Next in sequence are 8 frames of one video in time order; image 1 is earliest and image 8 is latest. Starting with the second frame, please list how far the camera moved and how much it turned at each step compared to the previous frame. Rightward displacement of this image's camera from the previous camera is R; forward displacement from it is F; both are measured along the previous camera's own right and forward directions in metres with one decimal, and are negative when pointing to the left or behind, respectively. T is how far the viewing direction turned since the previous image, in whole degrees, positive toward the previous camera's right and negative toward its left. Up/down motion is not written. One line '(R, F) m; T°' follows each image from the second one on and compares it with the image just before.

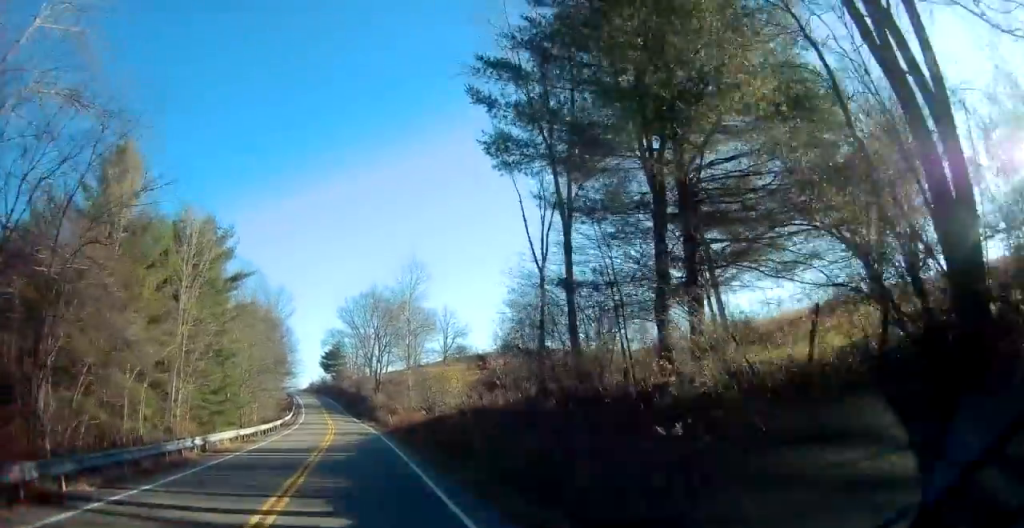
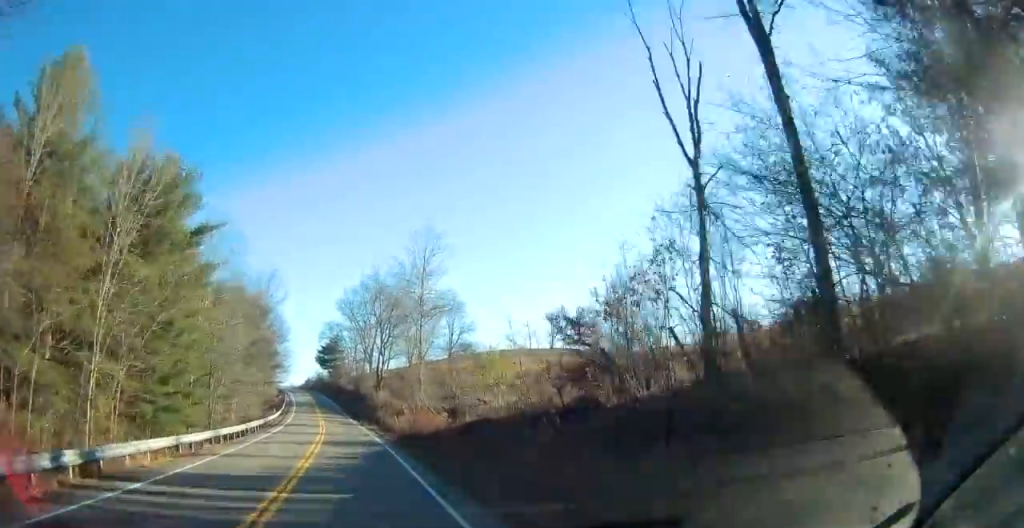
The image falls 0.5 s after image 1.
(+0.1, +10.1) m; 0°
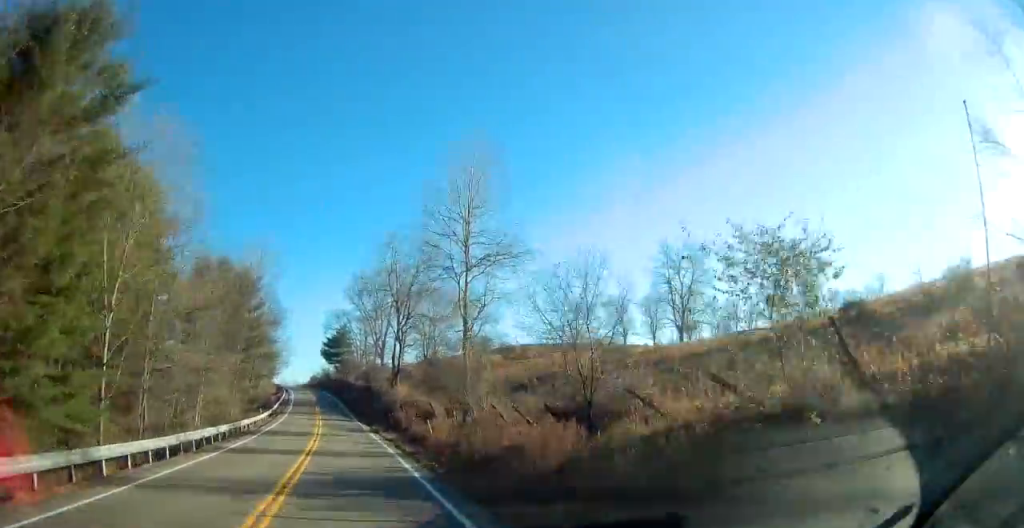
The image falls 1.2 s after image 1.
(+0.1, +15.3) m; 0°
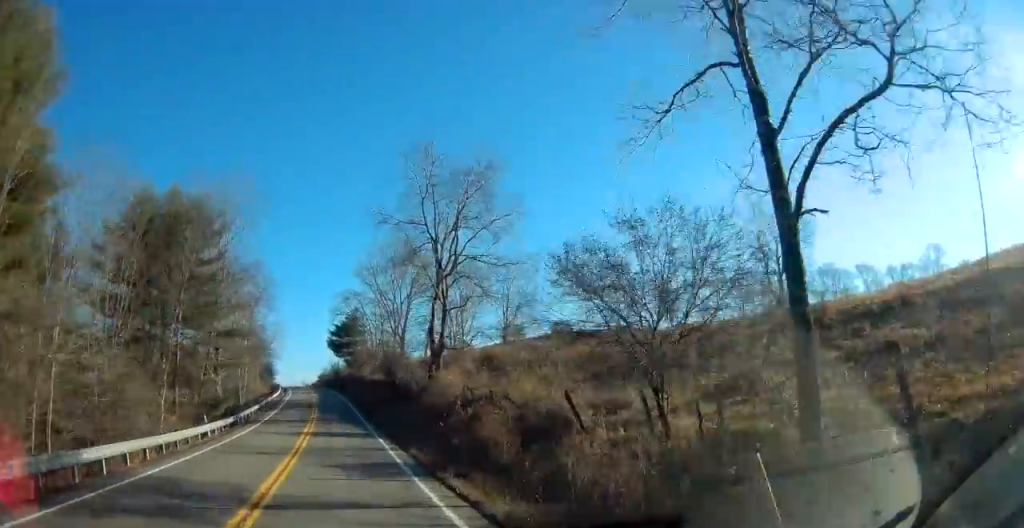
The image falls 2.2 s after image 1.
(-0.2, +22.4) m; -1°
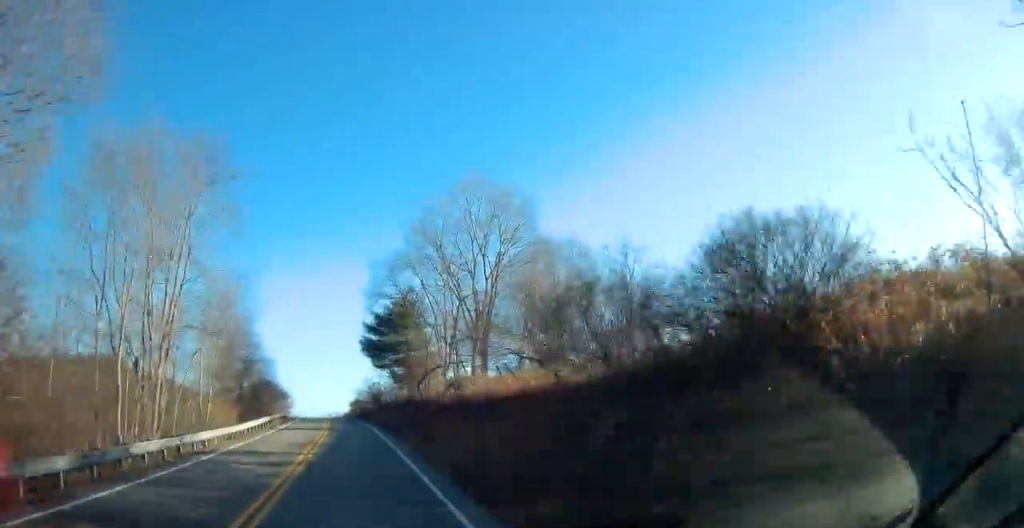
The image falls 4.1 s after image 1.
(-1.3, +41.1) m; -3°
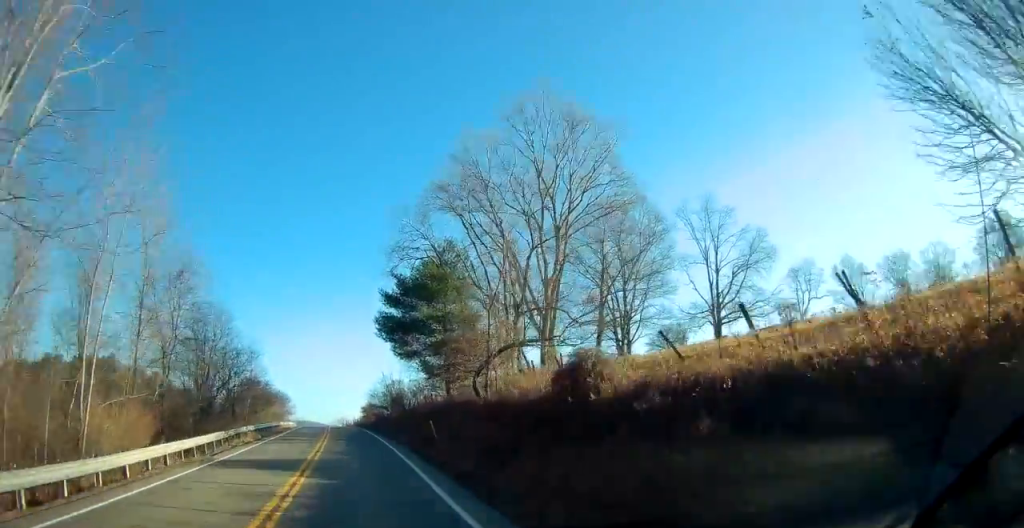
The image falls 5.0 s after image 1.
(-0.1, +20.2) m; -1°
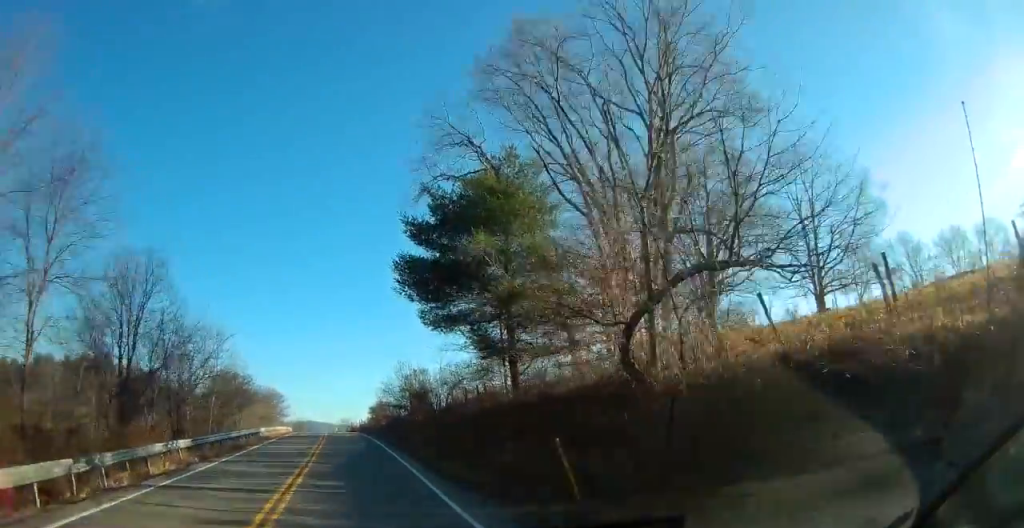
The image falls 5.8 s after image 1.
(-0.2, +16.5) m; -1°
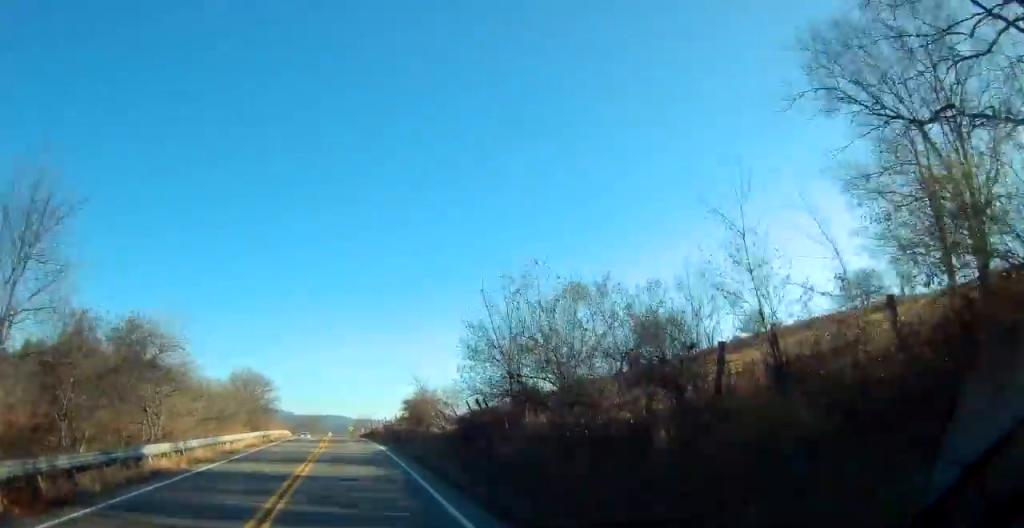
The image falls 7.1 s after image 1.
(-0.6, +28.3) m; -2°
